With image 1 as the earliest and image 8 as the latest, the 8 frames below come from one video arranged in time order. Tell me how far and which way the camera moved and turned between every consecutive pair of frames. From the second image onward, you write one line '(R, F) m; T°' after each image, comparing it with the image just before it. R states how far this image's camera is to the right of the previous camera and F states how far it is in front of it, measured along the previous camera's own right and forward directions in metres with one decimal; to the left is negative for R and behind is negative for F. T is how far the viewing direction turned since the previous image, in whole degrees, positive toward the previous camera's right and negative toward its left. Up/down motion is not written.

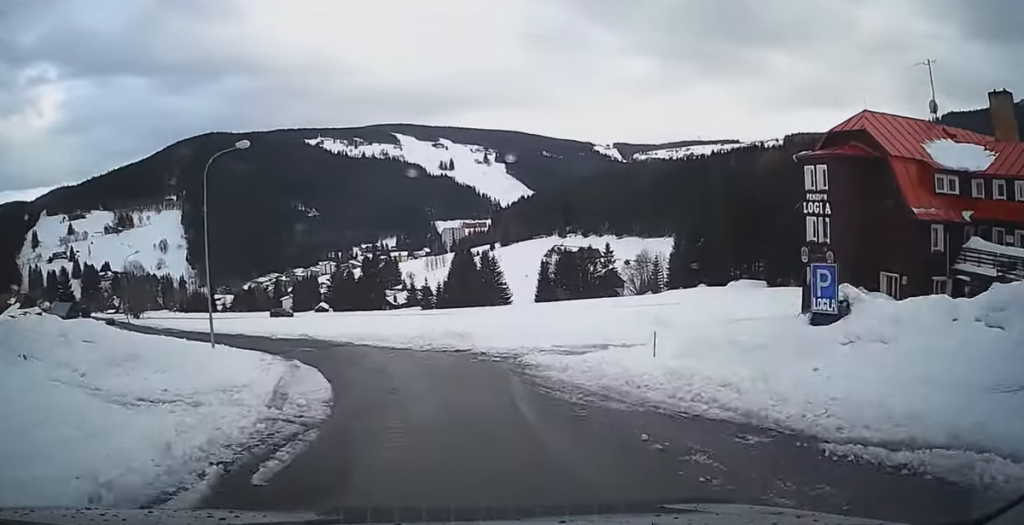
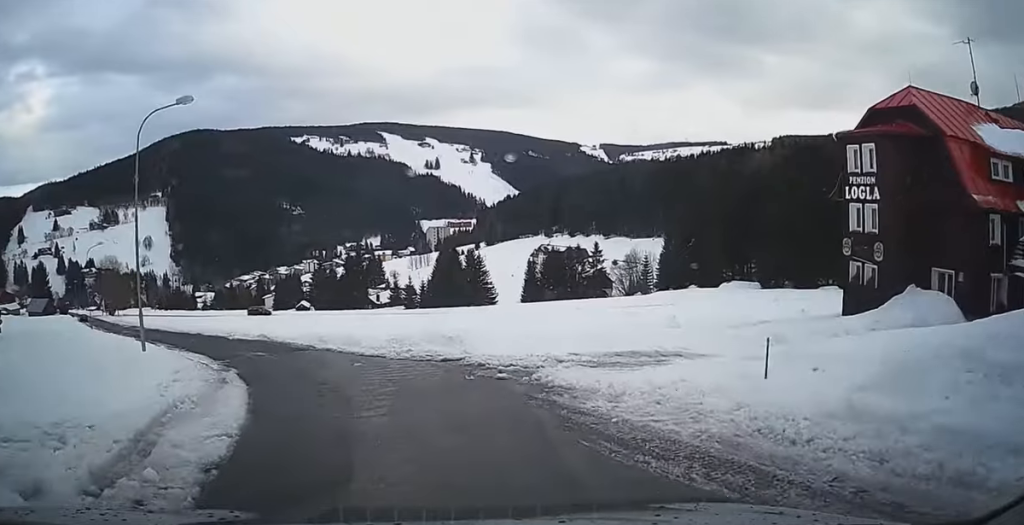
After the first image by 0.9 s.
(-0.3, +6.4) m; -5°
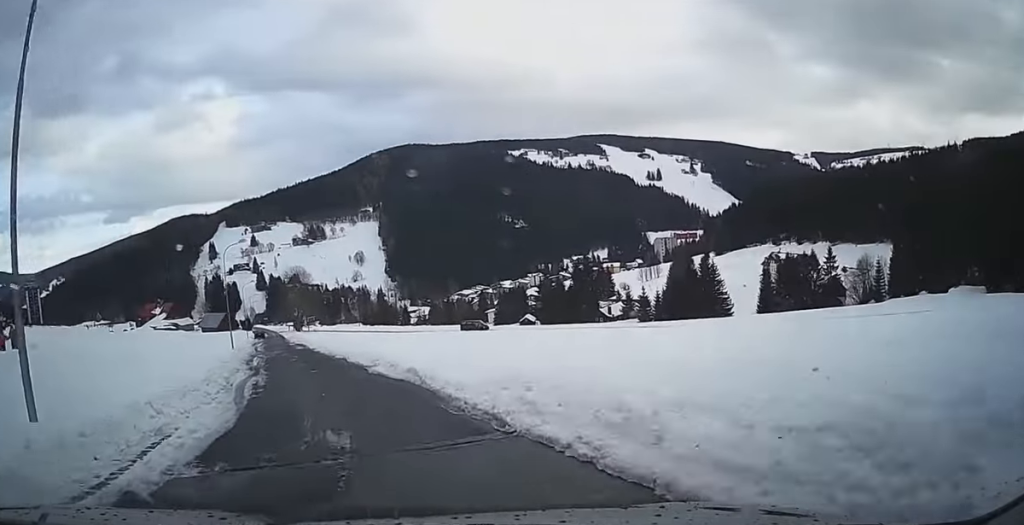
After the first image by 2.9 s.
(-1.0, +15.0) m; -12°
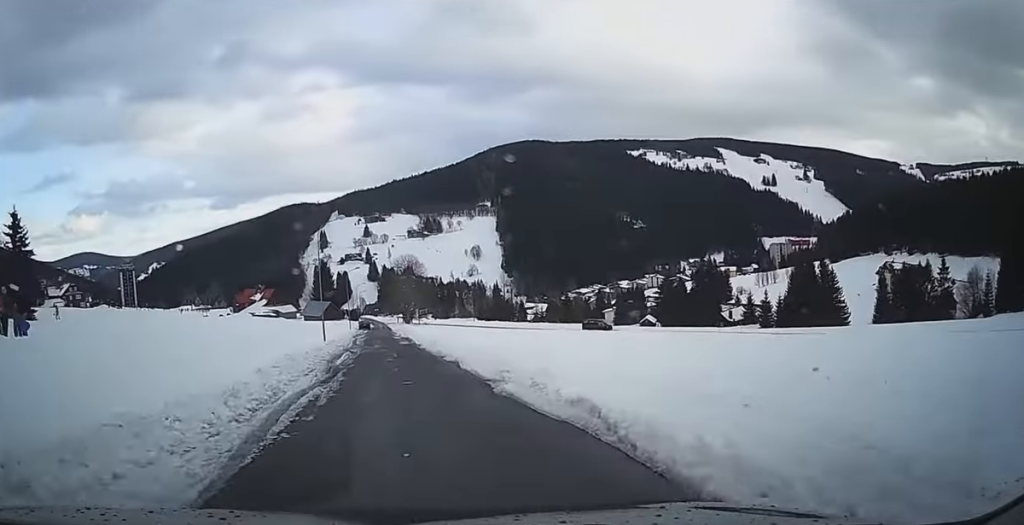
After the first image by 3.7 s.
(-0.6, +5.7) m; -10°
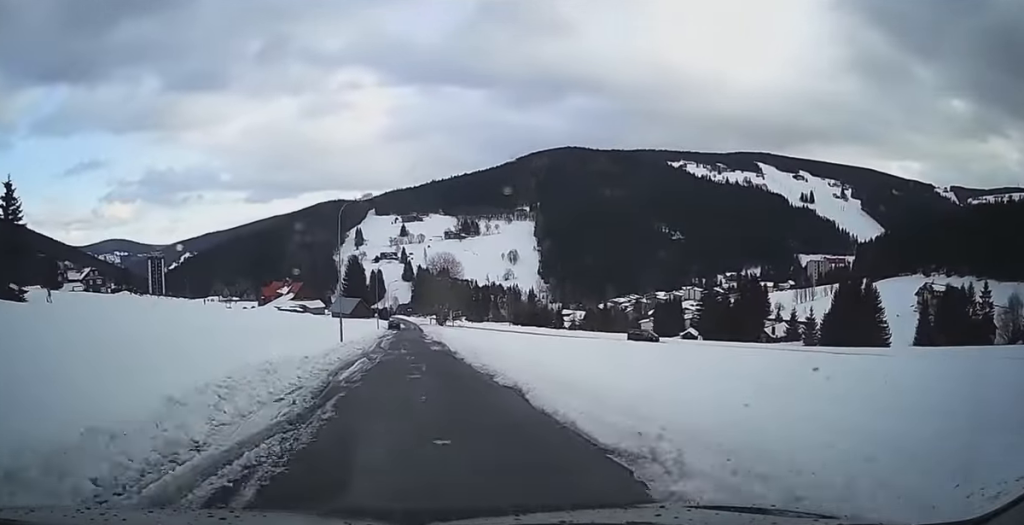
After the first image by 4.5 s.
(-0.6, +6.2) m; -8°
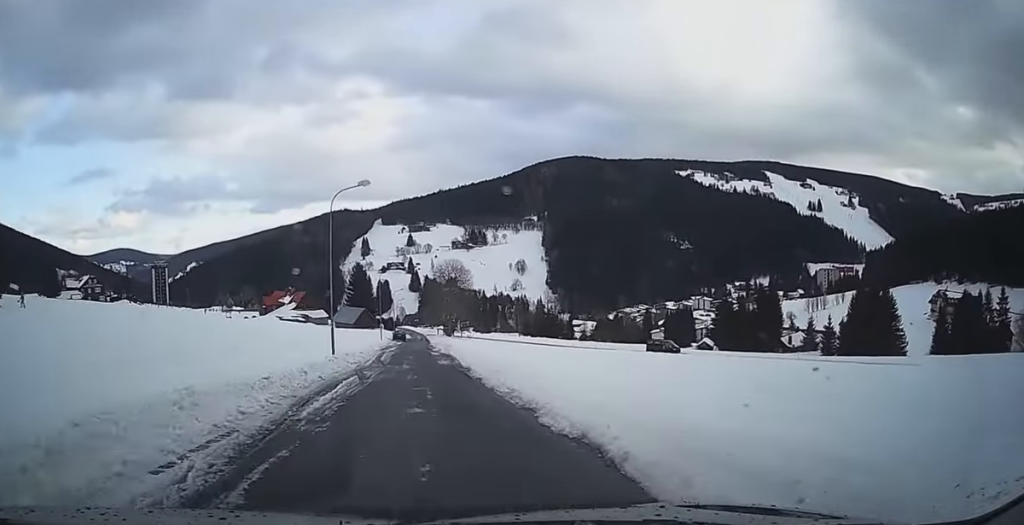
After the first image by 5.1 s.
(-0.2, +4.8) m; -3°
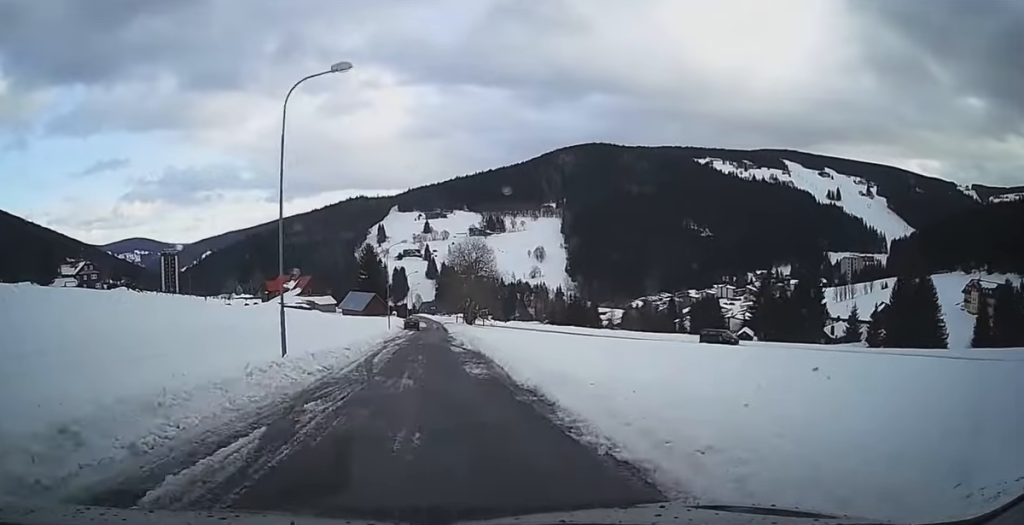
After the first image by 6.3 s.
(-0.2, +11.9) m; +1°
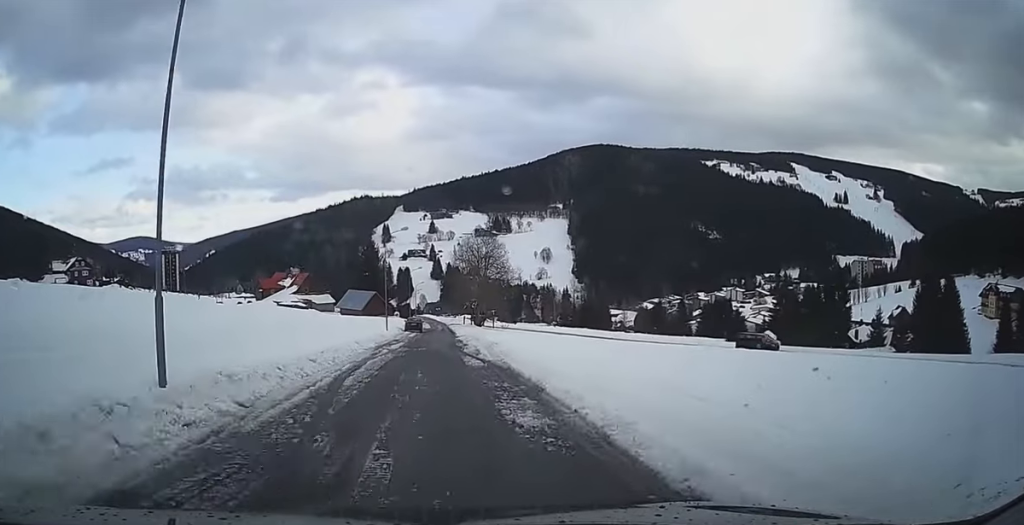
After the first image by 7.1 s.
(+0.2, +8.0) m; 0°
